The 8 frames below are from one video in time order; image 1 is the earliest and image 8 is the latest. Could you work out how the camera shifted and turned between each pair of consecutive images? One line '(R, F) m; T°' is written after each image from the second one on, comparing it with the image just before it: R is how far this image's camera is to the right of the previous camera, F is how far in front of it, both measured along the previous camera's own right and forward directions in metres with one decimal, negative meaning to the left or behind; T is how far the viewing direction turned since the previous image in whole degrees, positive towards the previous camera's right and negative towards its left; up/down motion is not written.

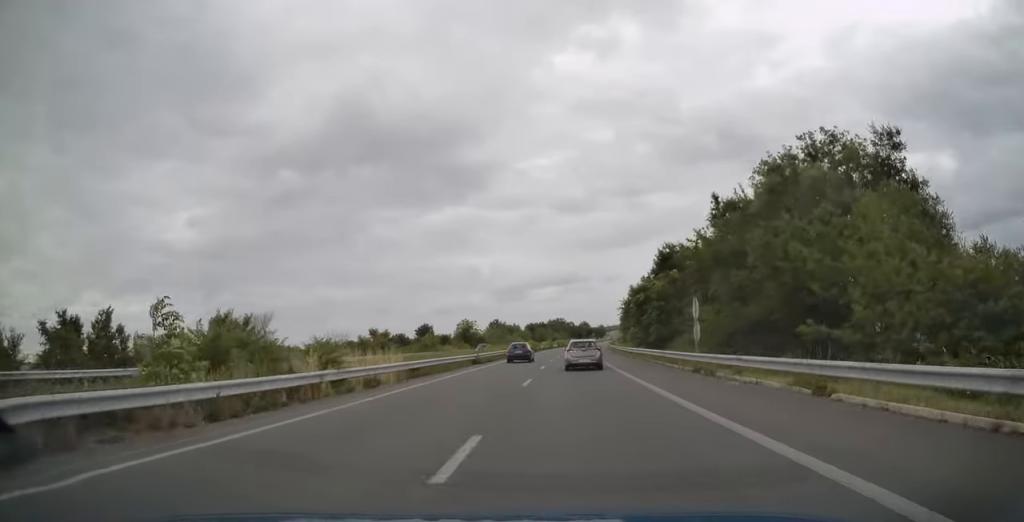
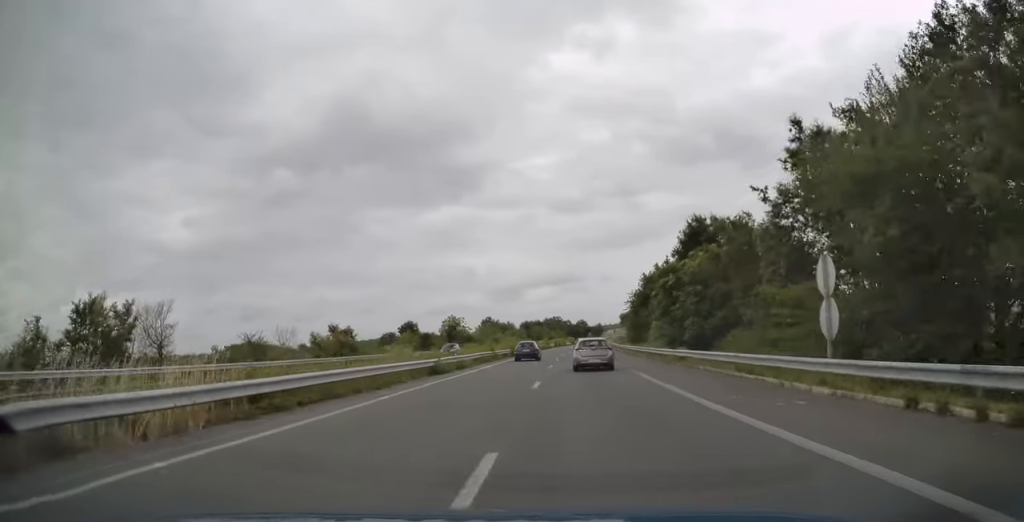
(0.0, +13.9) m; 0°
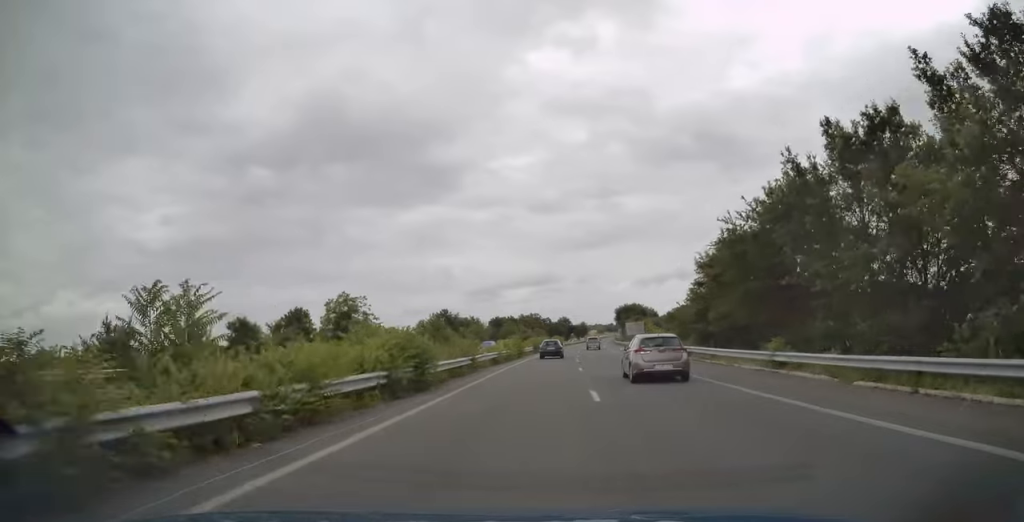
(+0.4, +54.8) m; +1°
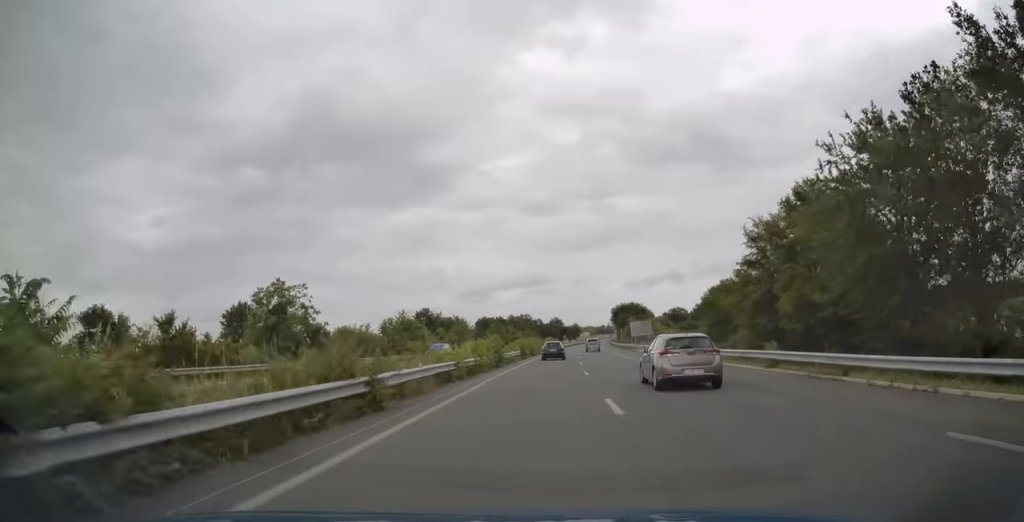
(-0.1, +14.7) m; +1°
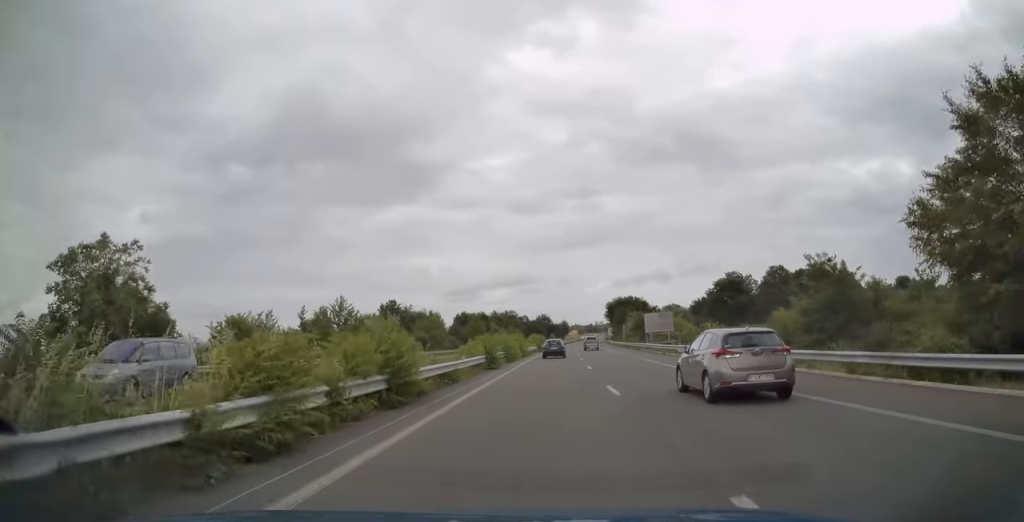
(+0.4, +21.5) m; +1°
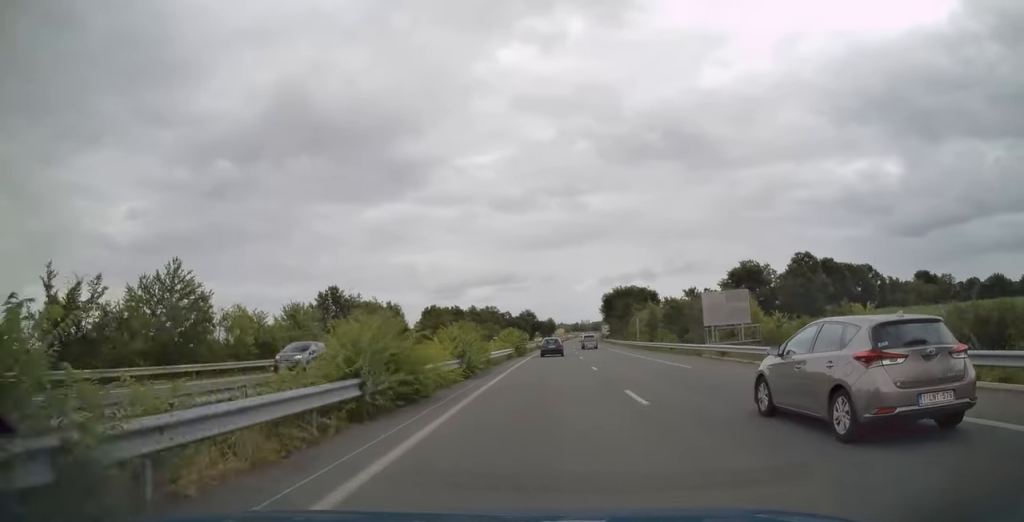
(+0.4, +28.3) m; +1°
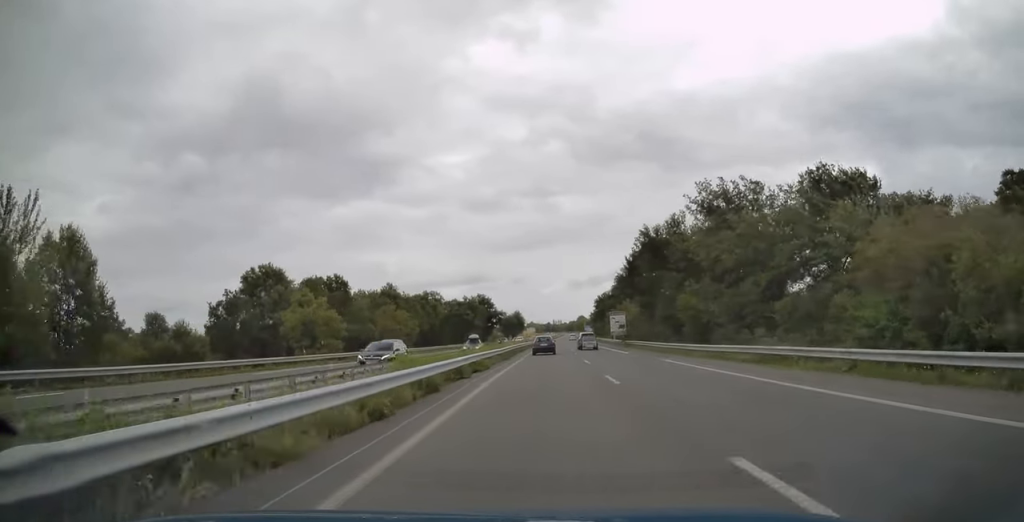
(+2.8, +86.4) m; +4°
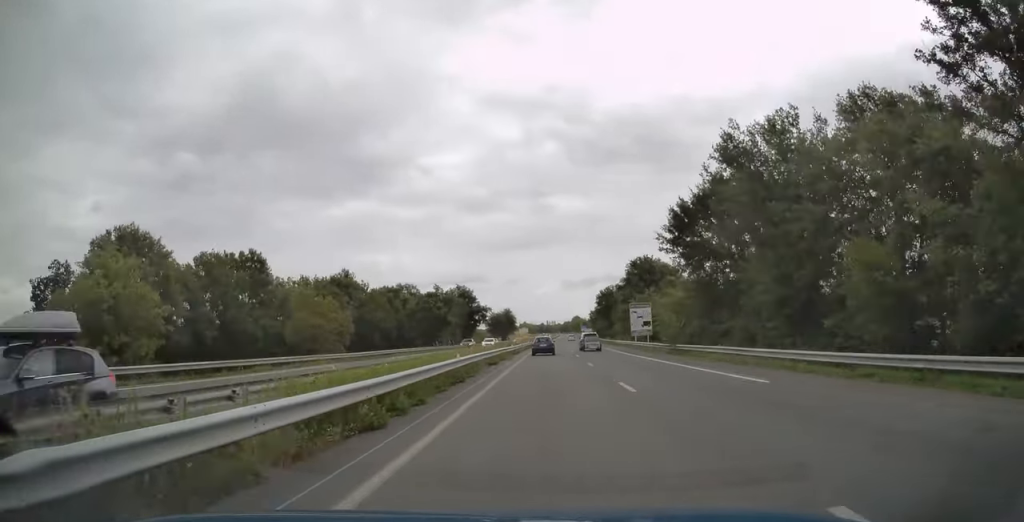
(+0.3, +28.3) m; +1°
